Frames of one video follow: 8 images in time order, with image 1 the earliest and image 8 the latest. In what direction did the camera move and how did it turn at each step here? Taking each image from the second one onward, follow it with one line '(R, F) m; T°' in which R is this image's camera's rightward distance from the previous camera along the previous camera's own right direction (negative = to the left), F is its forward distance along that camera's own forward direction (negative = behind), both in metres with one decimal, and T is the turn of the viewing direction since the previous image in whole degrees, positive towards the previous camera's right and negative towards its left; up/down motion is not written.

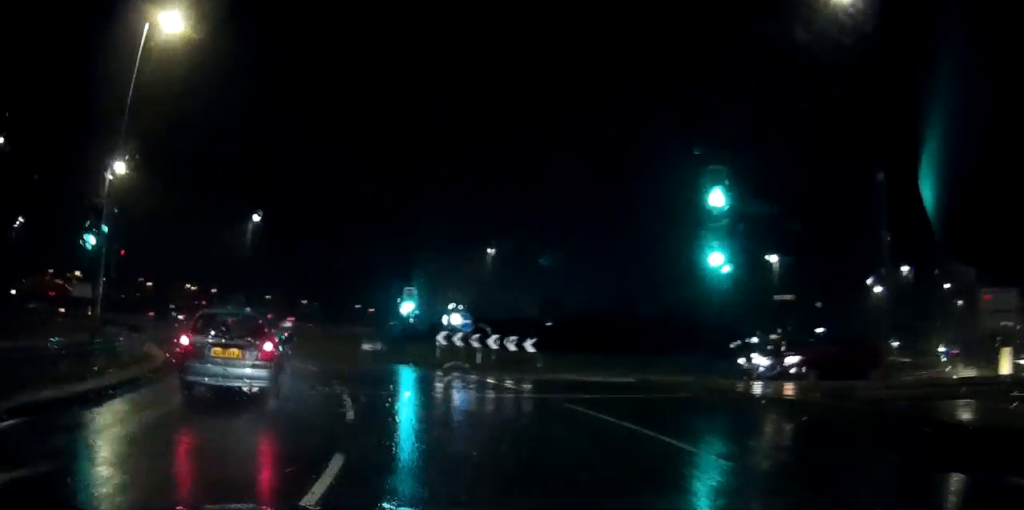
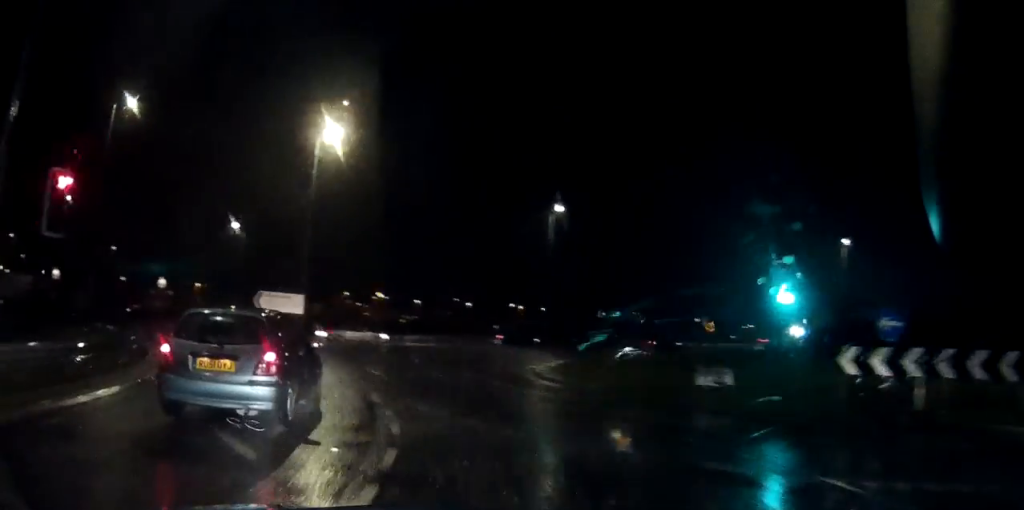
(-2.9, +16.5) m; -24°
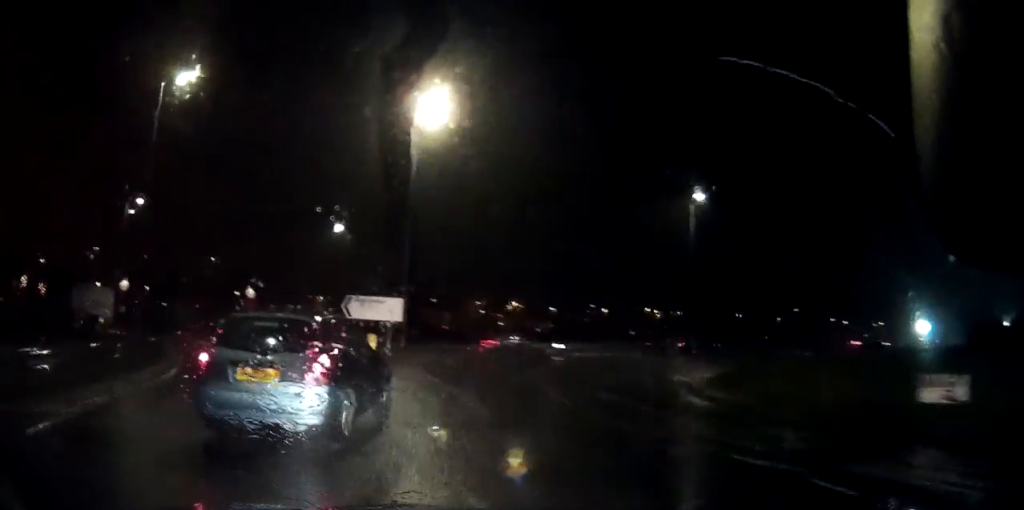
(-0.9, +6.1) m; -9°
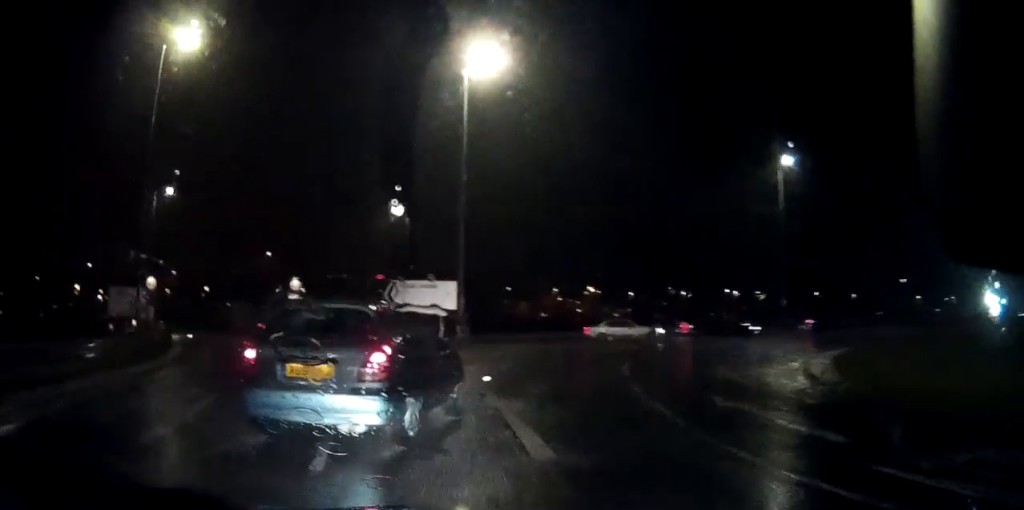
(0.0, +4.5) m; 0°
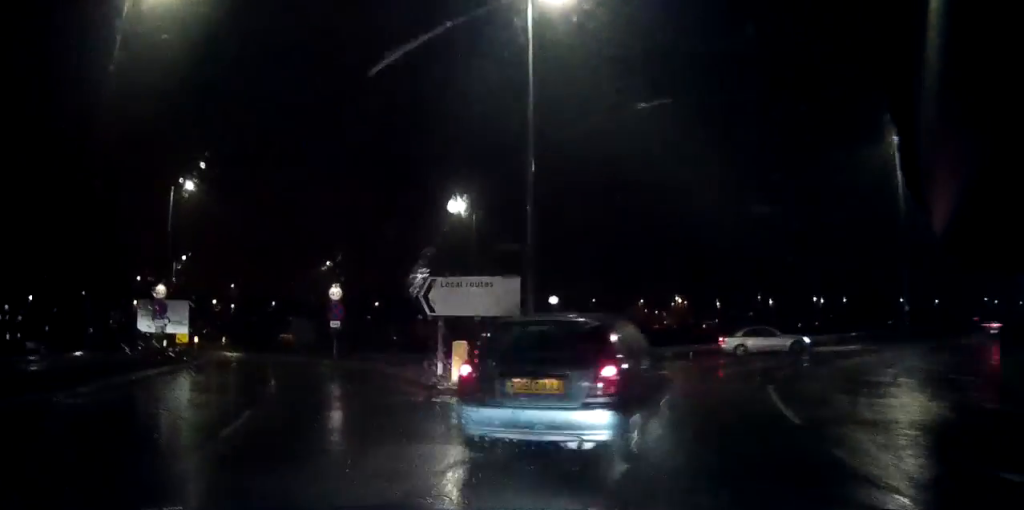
(0.0, +7.0) m; 0°
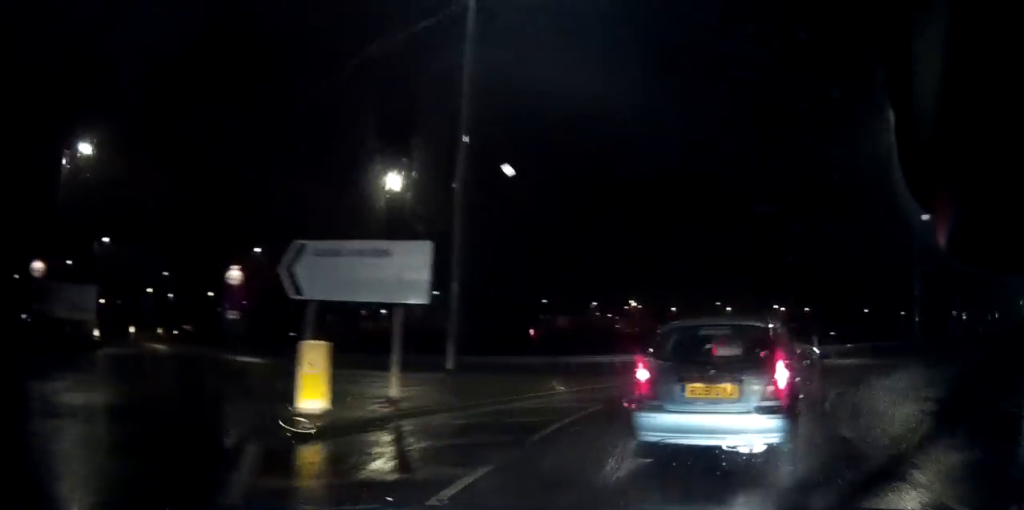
(0.0, +5.7) m; 0°
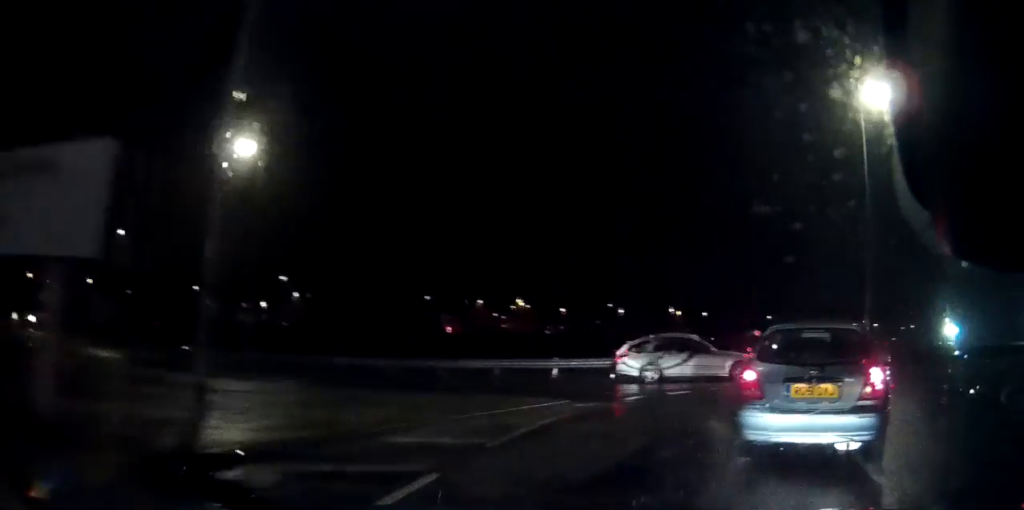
(0.0, +4.9) m; 0°
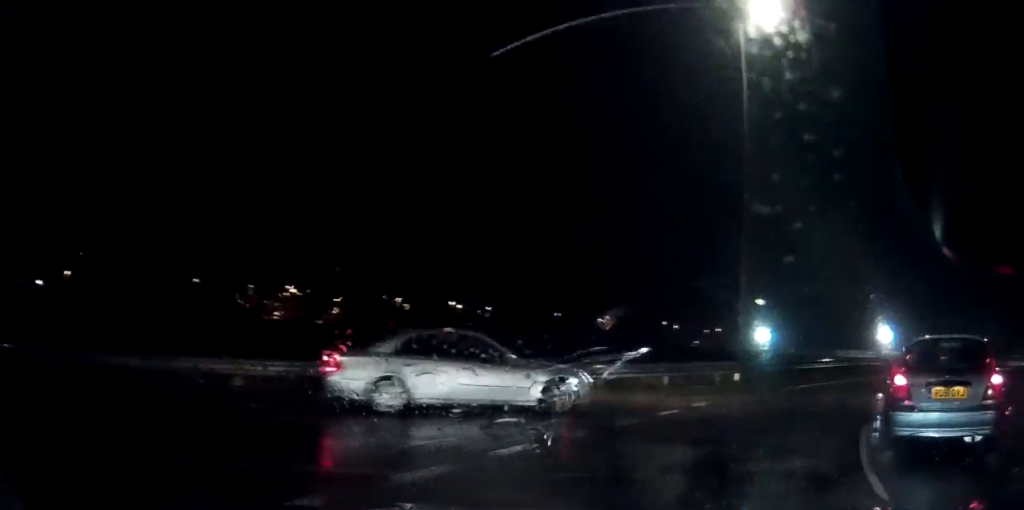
(0.0, +8.7) m; 0°
